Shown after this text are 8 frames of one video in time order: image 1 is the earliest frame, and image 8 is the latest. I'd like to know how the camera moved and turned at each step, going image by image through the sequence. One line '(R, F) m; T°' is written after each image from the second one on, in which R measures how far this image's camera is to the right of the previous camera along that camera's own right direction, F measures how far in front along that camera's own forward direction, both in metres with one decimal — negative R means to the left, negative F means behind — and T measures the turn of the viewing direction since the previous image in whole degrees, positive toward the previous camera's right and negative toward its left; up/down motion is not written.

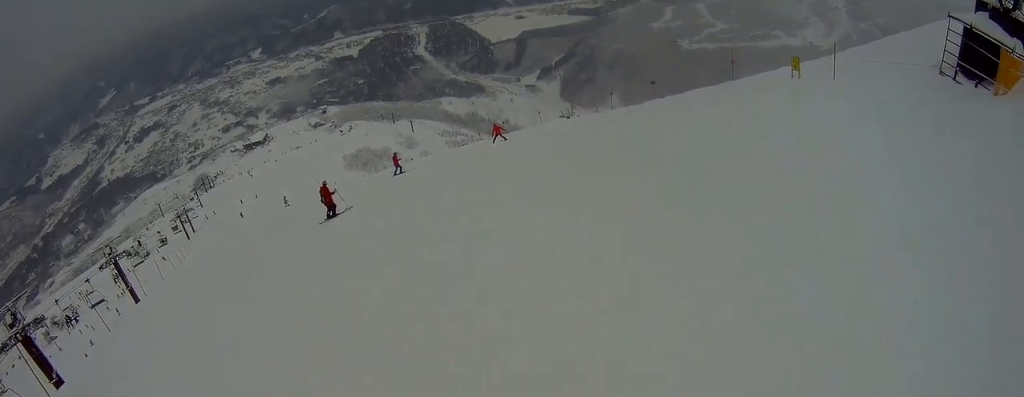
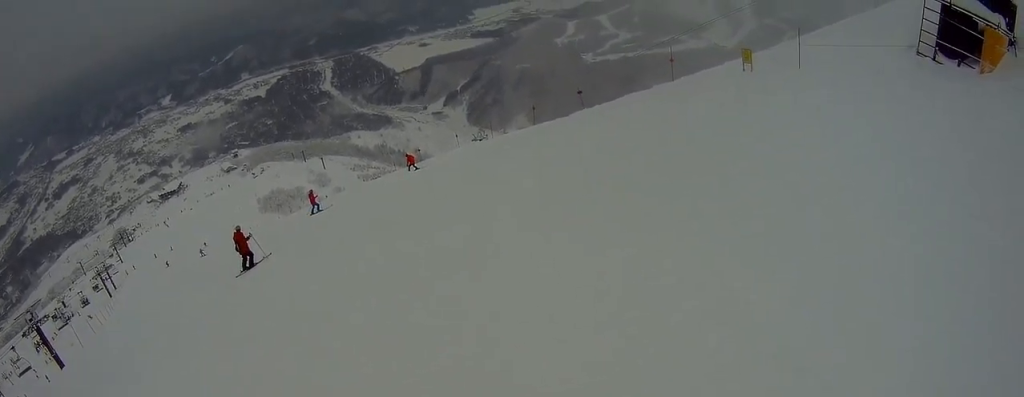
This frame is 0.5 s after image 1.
(-0.1, +2.6) m; +4°
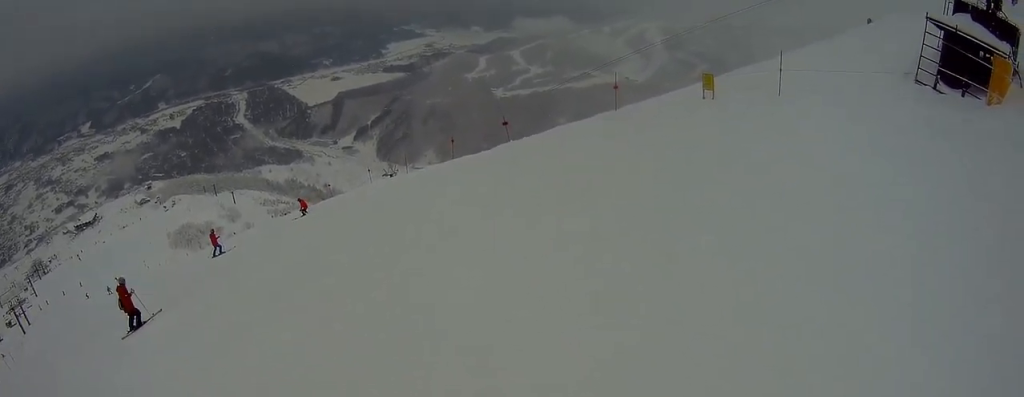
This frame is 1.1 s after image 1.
(+0.2, +2.8) m; +5°
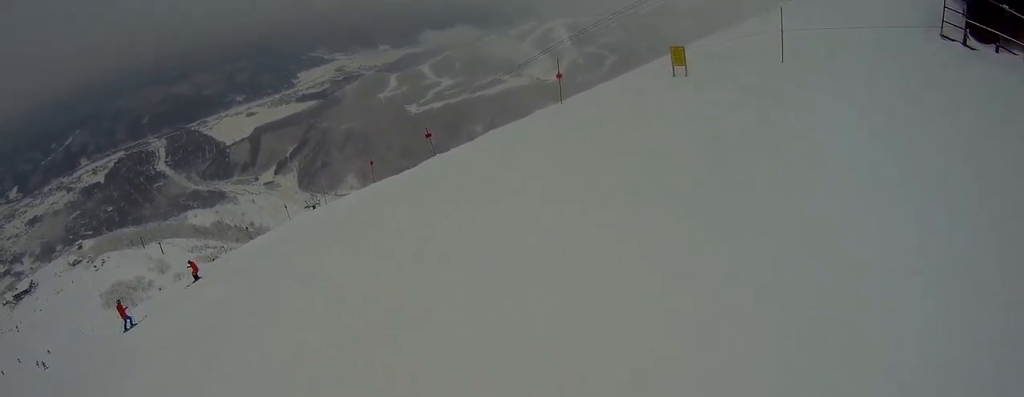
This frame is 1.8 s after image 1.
(+0.3, +3.4) m; +6°
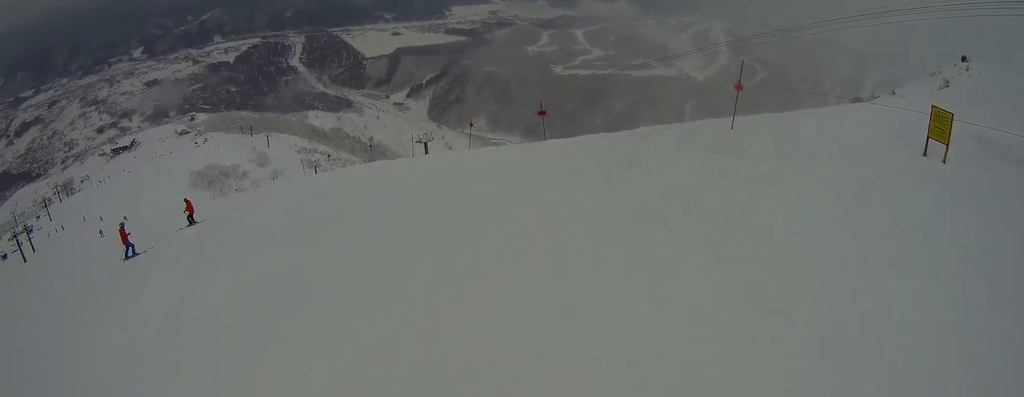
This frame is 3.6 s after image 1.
(-0.1, +7.2) m; -23°
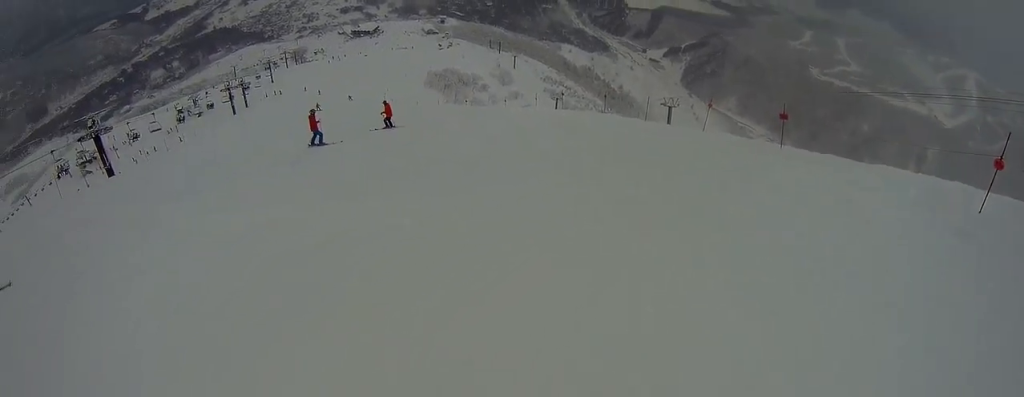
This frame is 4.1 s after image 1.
(-0.5, +2.0) m; -21°
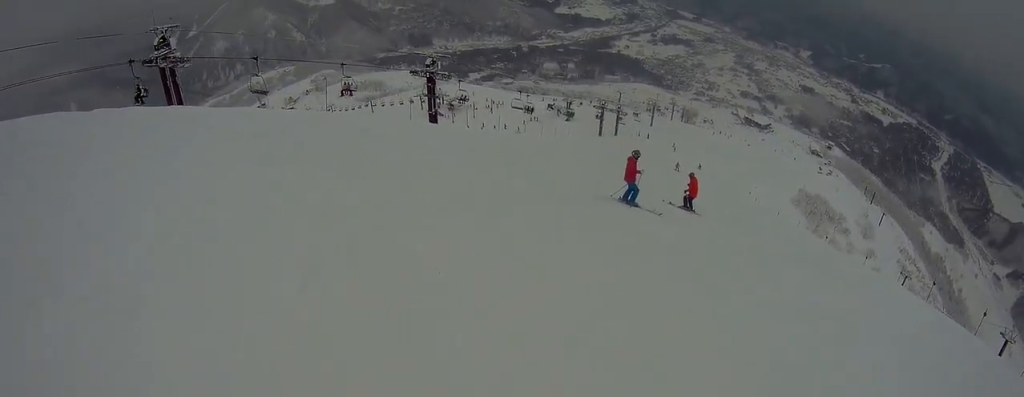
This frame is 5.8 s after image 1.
(-3.2, +4.8) m; -55°
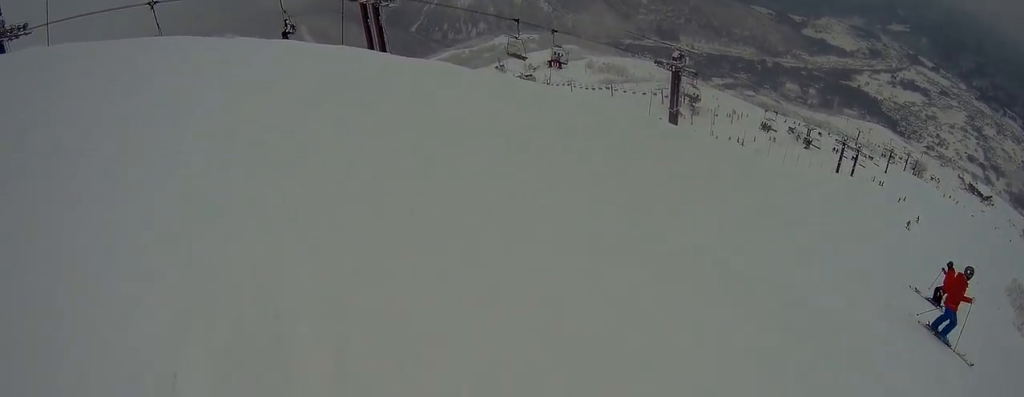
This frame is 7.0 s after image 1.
(-0.3, +3.5) m; -13°
